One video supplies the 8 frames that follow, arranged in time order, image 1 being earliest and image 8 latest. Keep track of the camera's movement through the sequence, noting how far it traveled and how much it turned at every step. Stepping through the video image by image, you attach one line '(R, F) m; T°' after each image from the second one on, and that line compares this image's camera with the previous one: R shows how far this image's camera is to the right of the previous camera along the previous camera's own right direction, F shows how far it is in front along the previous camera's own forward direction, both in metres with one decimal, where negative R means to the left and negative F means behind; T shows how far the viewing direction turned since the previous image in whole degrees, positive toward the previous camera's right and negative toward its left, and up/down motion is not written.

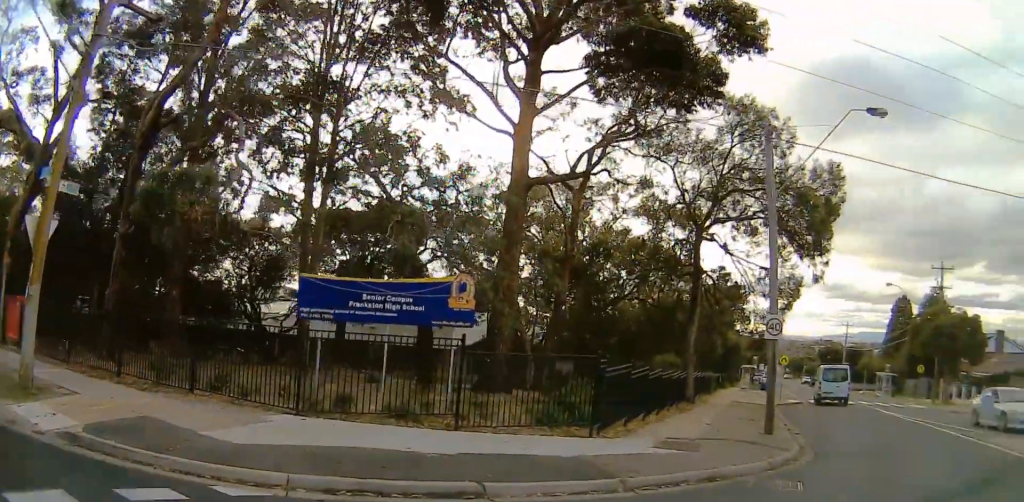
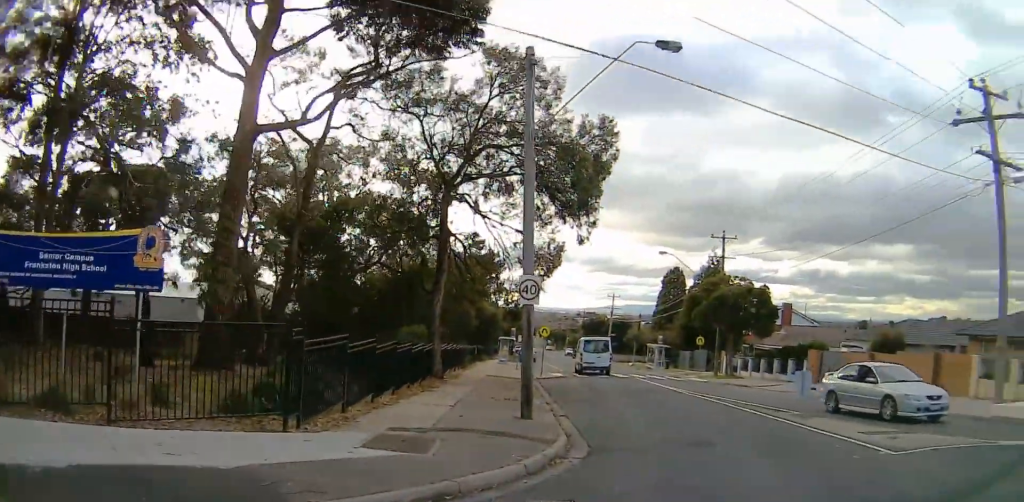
(+0.1, +2.6) m; +18°
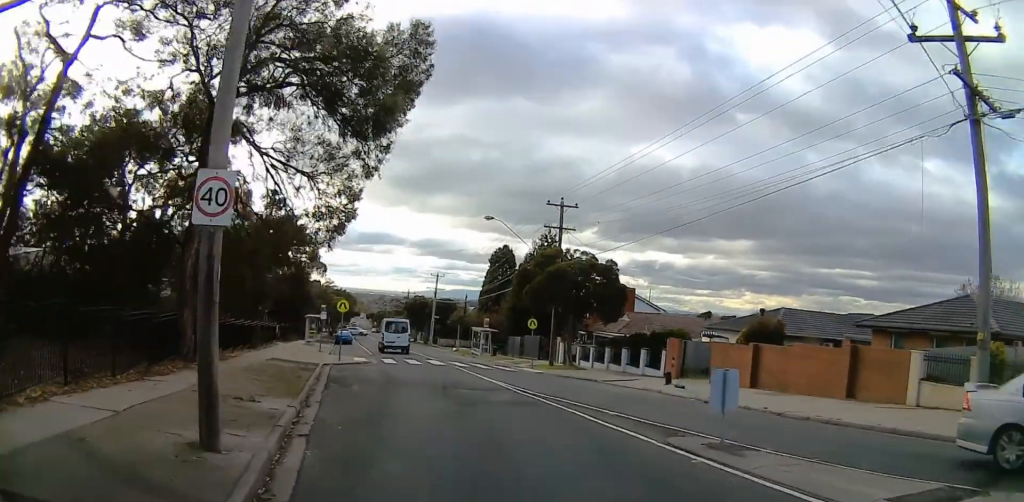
(+1.8, +7.1) m; +9°
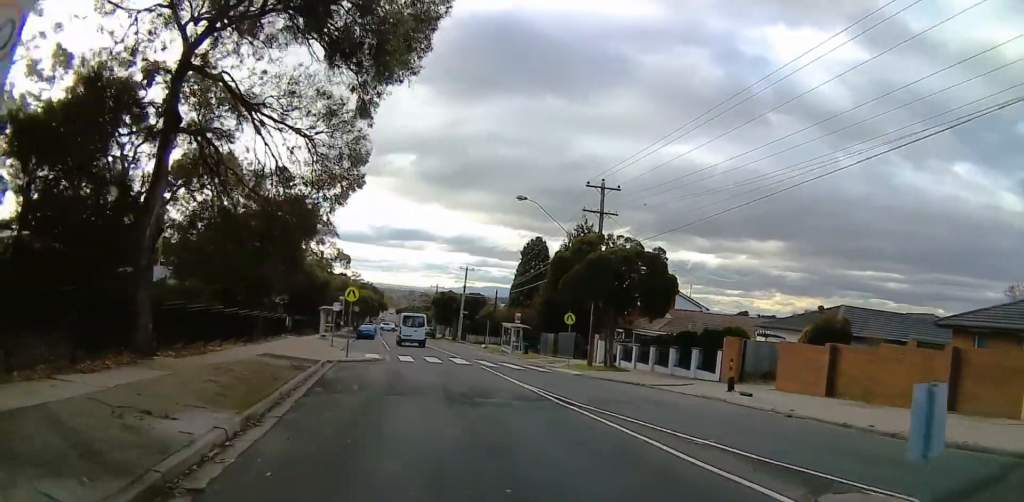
(-0.6, +4.2) m; 0°
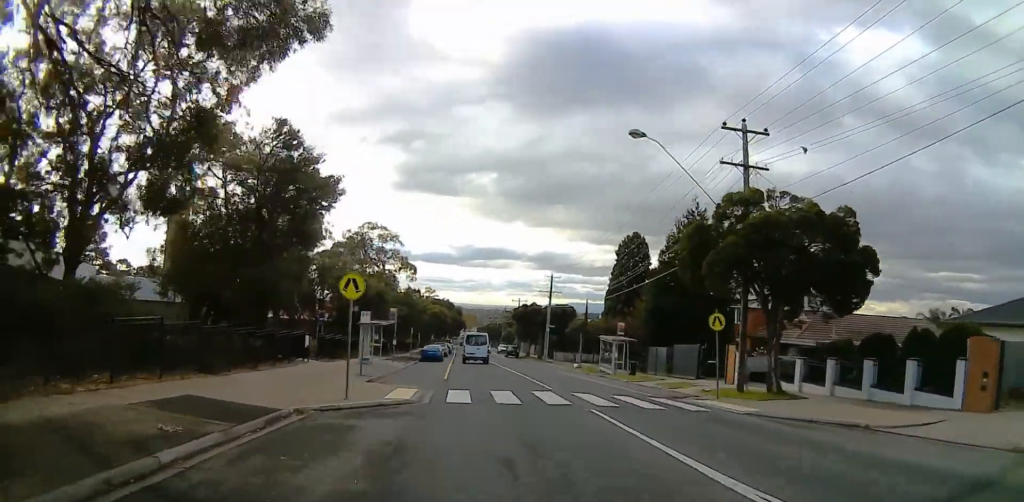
(+0.1, +11.6) m; -8°
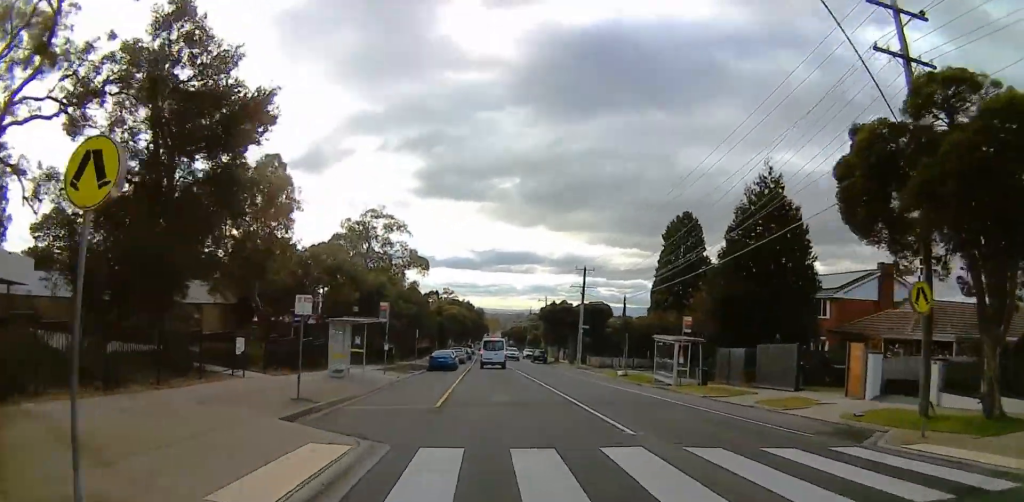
(-1.4, +10.2) m; -6°
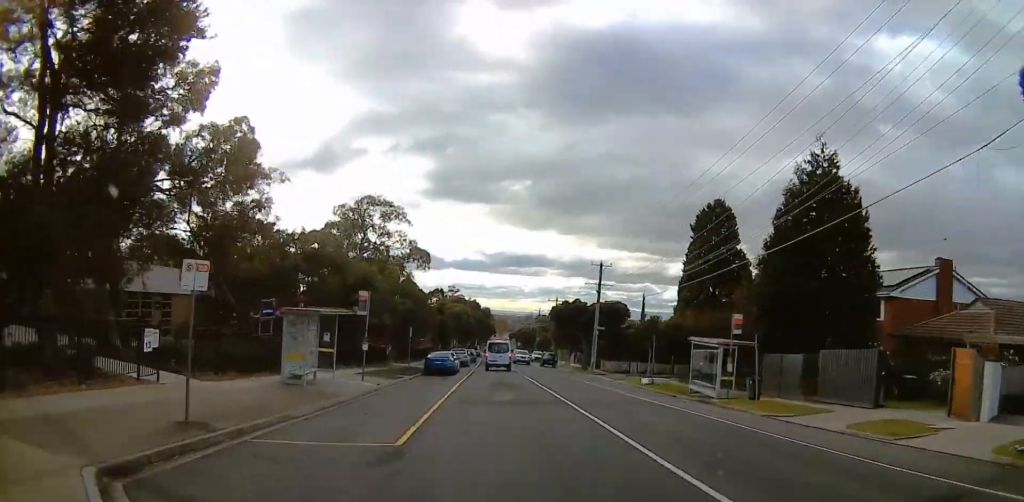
(-0.1, +5.9) m; +2°
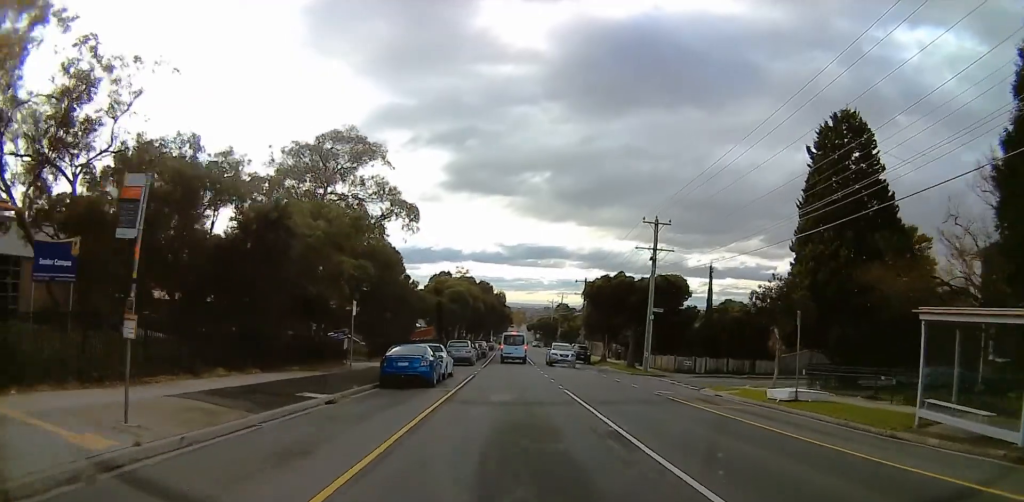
(+0.4, +17.8) m; +1°
